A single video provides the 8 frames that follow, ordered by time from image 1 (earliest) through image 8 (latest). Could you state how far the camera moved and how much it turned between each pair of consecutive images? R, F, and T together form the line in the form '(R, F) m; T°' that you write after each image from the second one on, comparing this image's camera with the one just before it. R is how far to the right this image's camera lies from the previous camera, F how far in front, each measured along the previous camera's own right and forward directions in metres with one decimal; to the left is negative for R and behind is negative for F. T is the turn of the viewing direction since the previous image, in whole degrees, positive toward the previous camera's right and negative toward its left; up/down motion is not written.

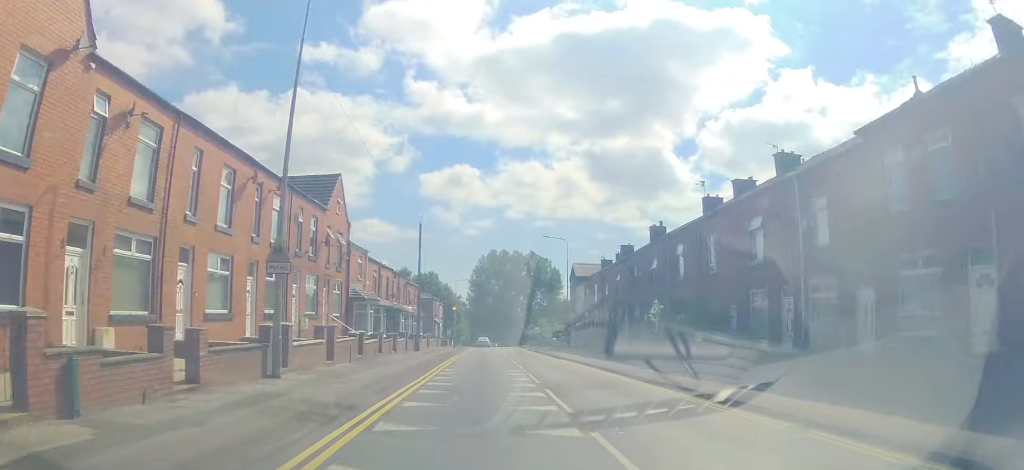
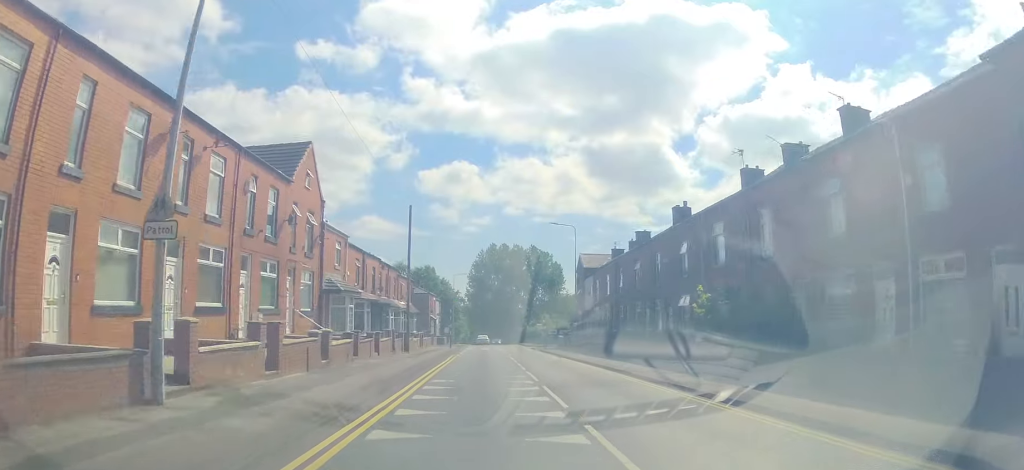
(0.0, +4.8) m; +2°
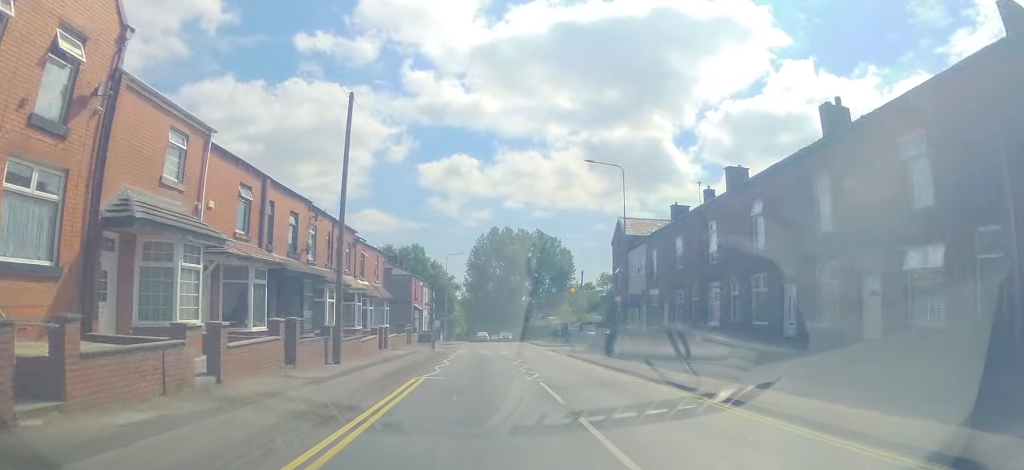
(+0.1, +16.0) m; -1°
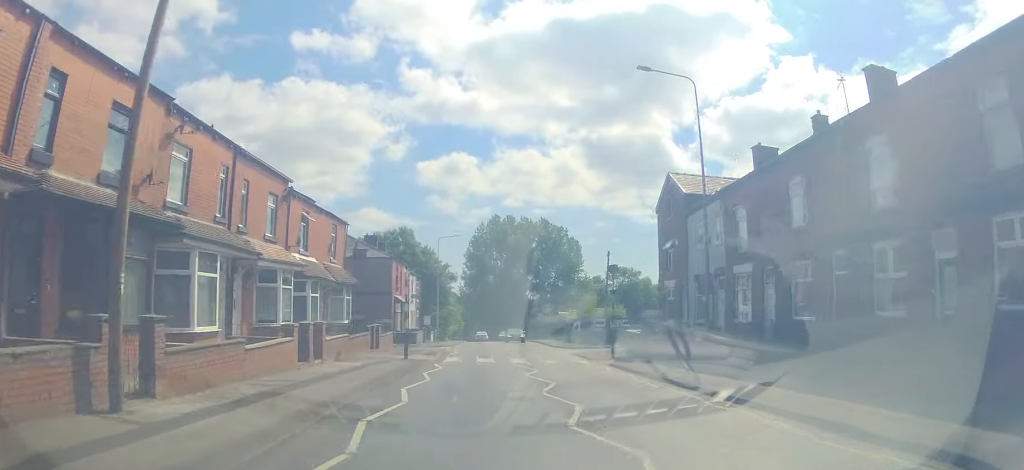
(-0.2, +11.6) m; +1°
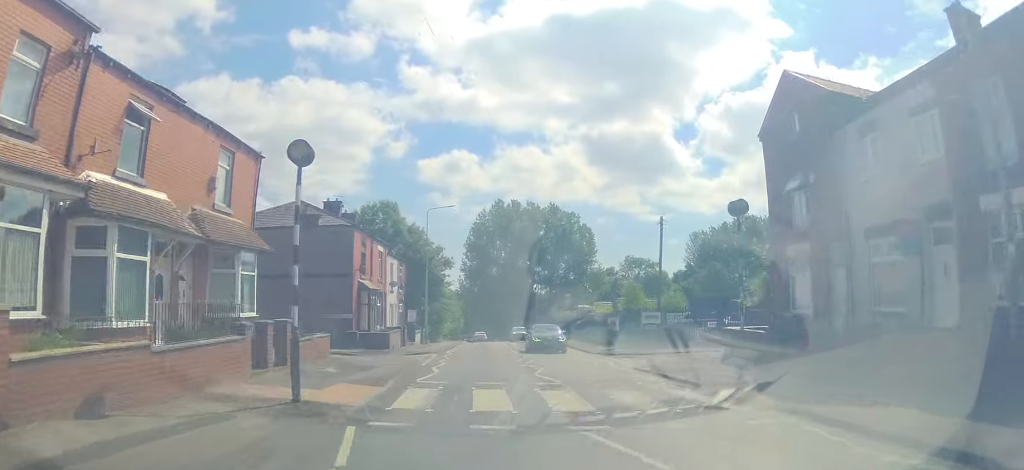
(+0.4, +12.9) m; +1°
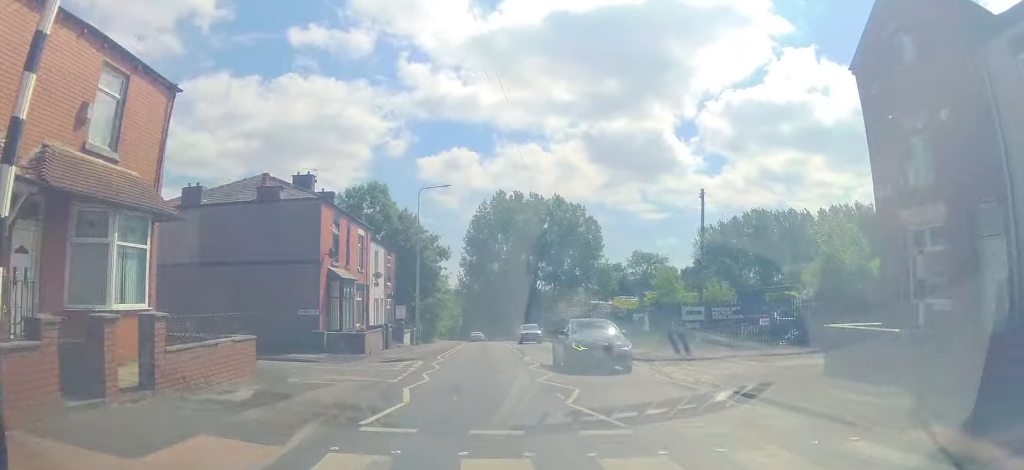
(0.0, +6.0) m; -1°
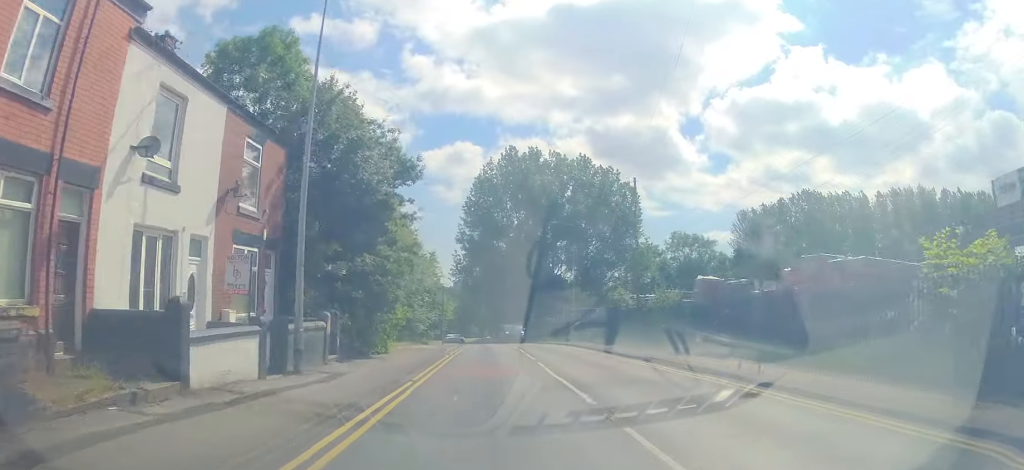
(-0.9, +24.4) m; -3°
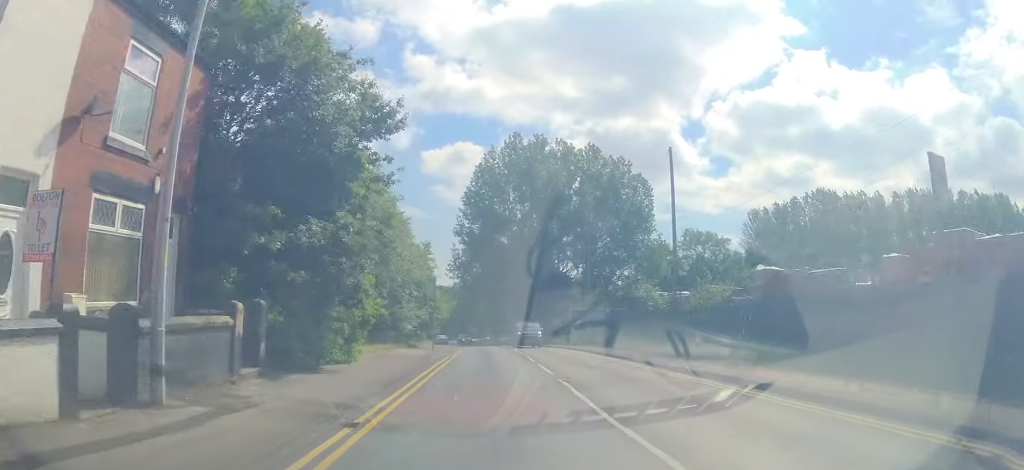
(+0.1, +6.0) m; -2°
